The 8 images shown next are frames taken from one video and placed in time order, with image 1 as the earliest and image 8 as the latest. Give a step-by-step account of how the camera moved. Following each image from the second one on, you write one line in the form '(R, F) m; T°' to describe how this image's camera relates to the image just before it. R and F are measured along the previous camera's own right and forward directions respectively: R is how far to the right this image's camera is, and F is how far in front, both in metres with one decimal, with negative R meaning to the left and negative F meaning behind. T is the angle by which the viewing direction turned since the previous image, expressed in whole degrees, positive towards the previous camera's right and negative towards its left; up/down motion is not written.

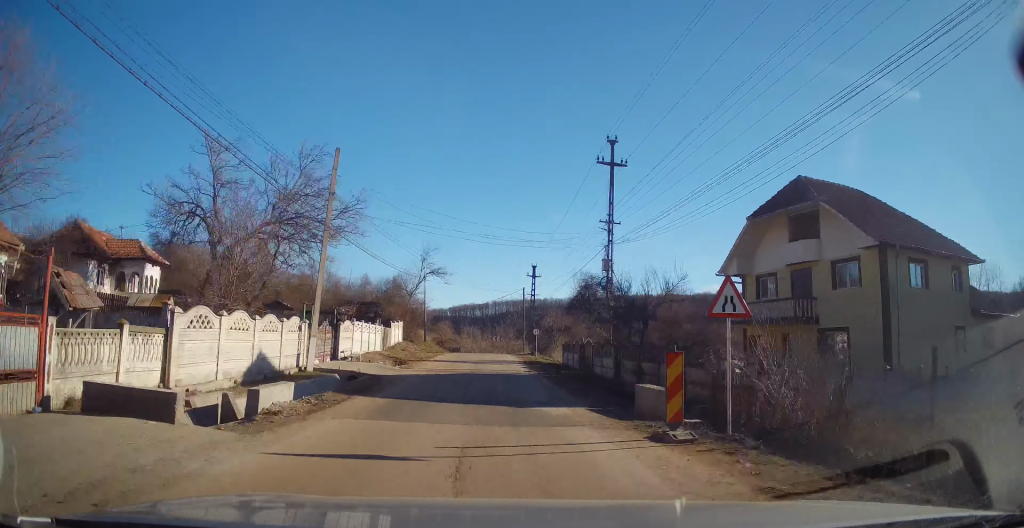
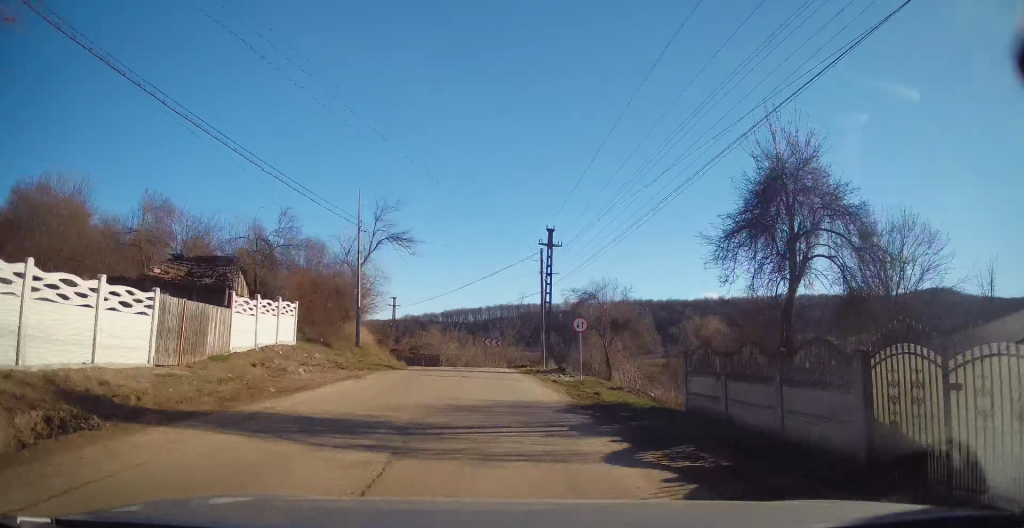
(+0.8, +23.0) m; +1°
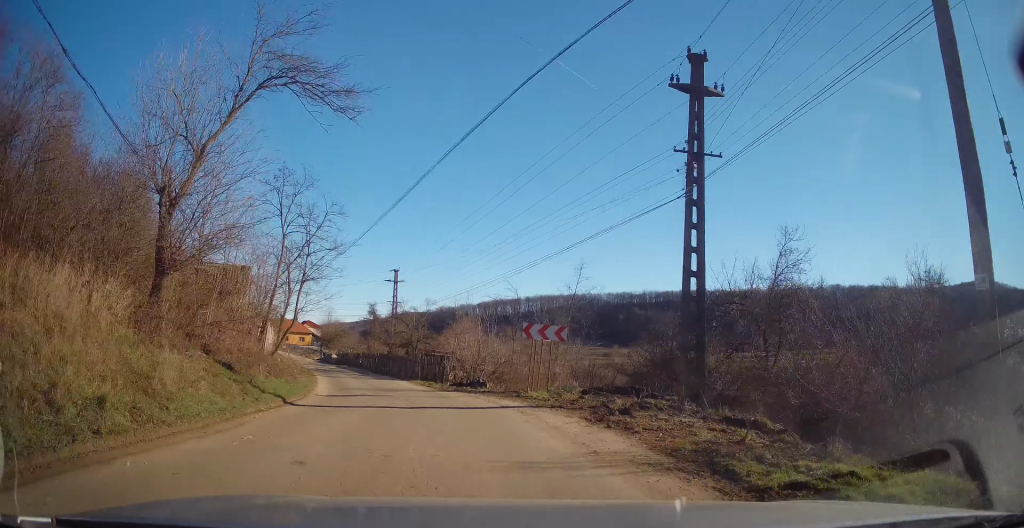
(-0.5, +26.6) m; -4°
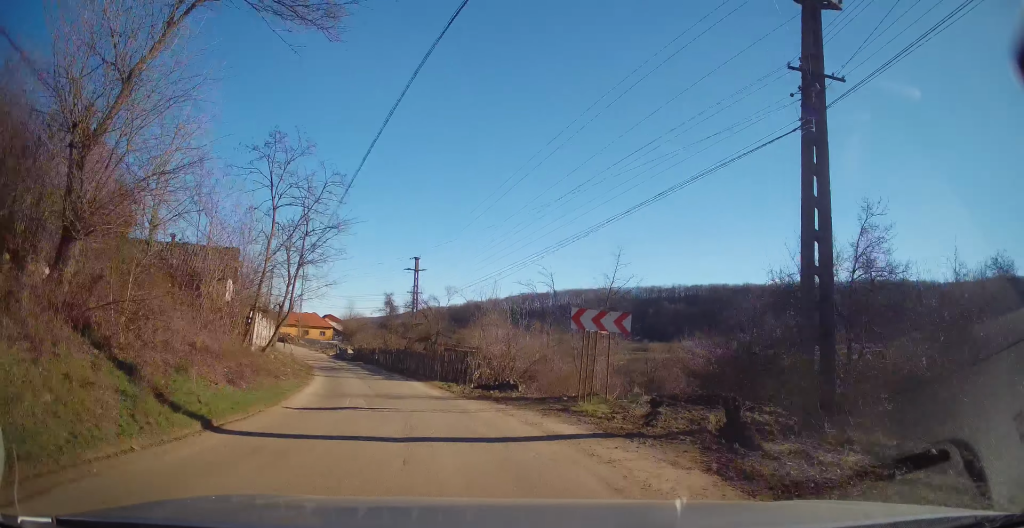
(+0.3, +5.4) m; -2°
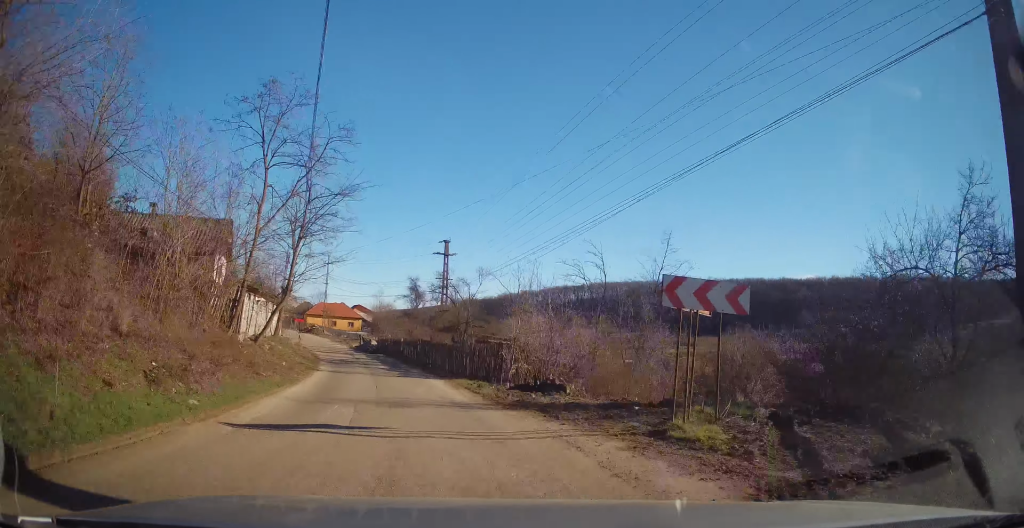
(-0.4, +4.9) m; -3°
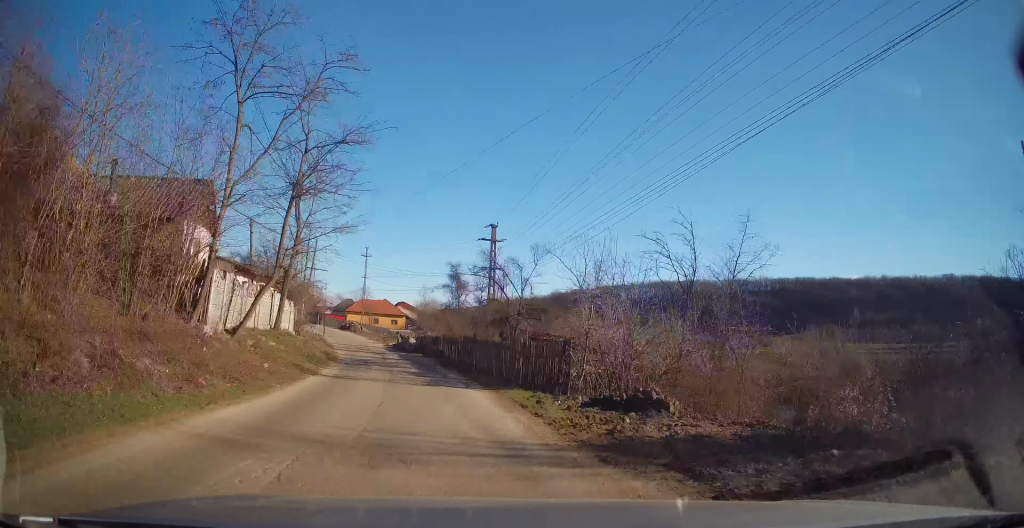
(-0.2, +6.1) m; -4°
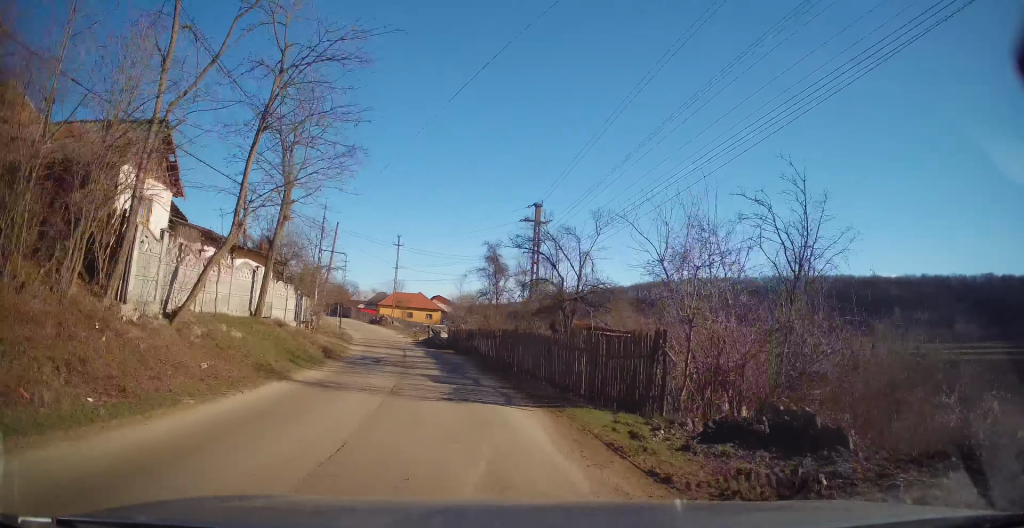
(-0.2, +5.4) m; -4°
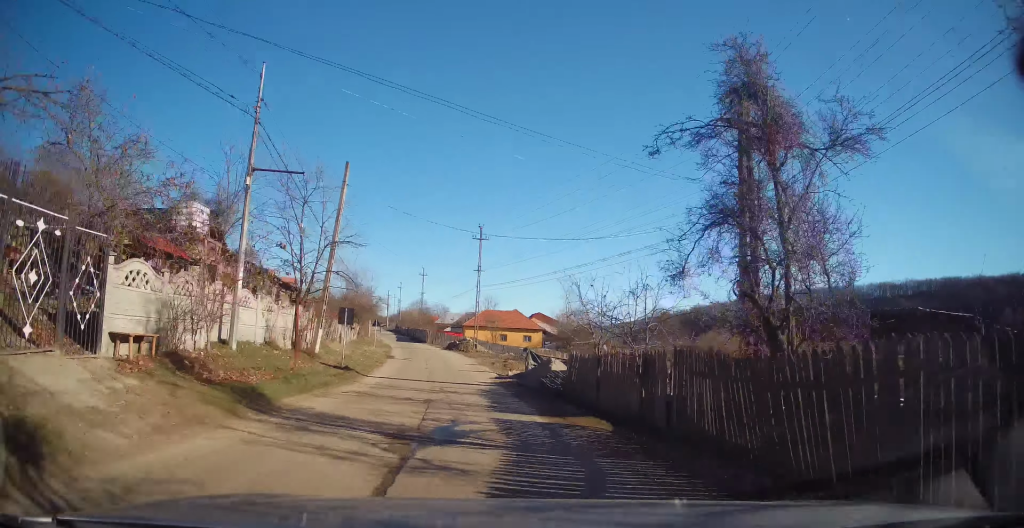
(-2.3, +20.4) m; -12°
